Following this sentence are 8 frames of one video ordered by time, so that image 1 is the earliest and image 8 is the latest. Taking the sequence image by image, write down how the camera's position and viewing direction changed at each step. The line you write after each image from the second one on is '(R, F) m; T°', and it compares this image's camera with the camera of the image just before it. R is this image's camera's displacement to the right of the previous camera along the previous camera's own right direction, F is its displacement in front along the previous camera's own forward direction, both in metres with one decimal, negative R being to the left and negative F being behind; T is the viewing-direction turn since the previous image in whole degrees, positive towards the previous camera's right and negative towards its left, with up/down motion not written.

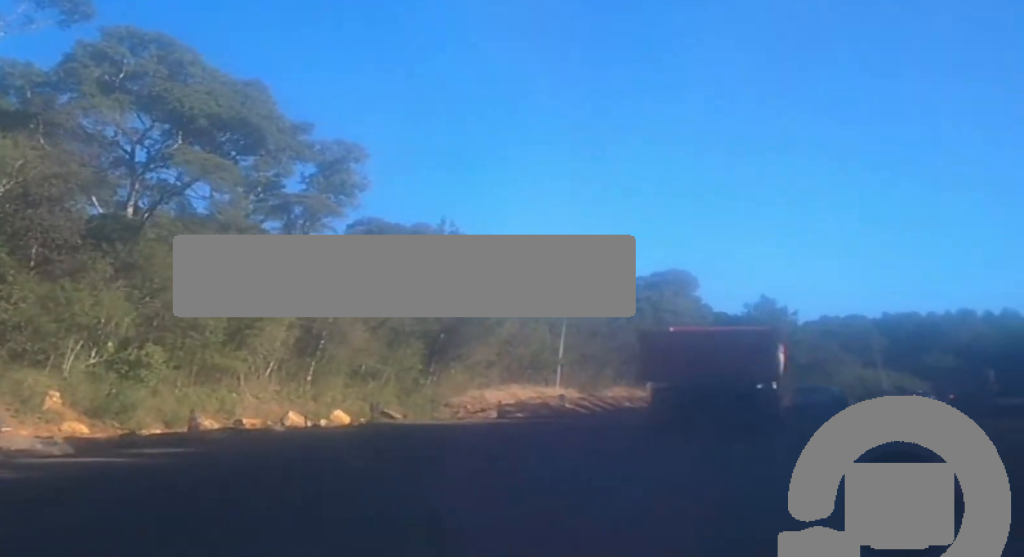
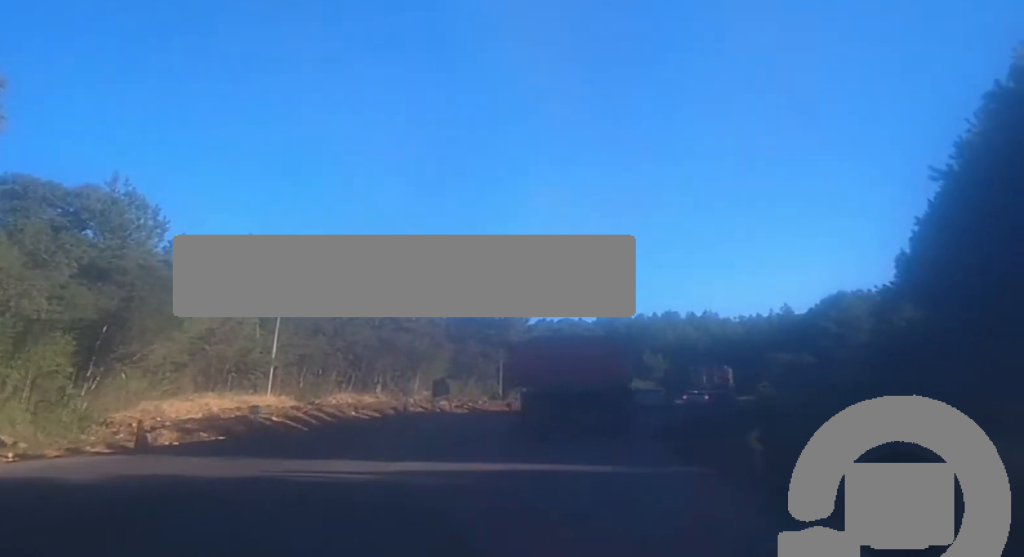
(+0.4, +14.4) m; +5°
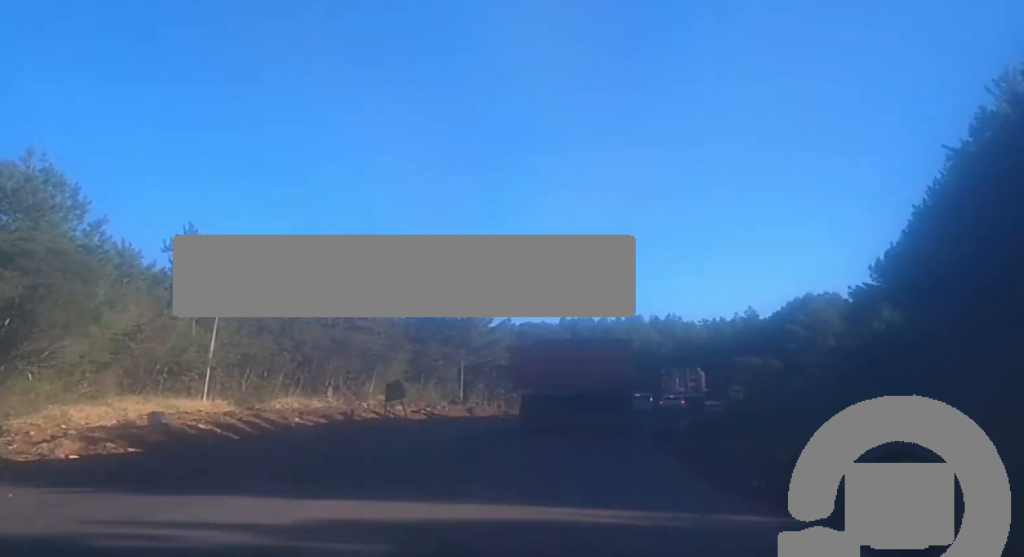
(+0.2, +5.2) m; +2°
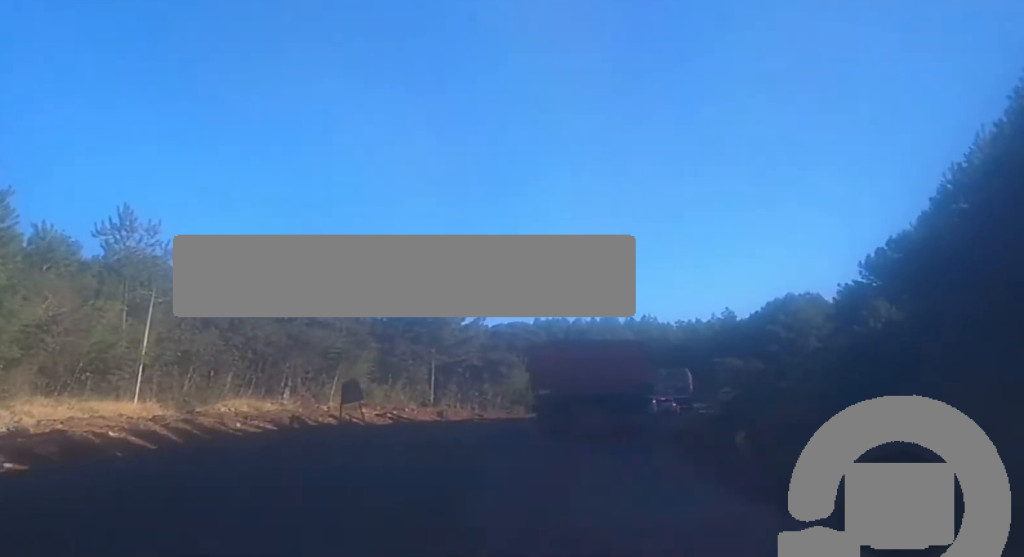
(+0.3, +6.3) m; +3°
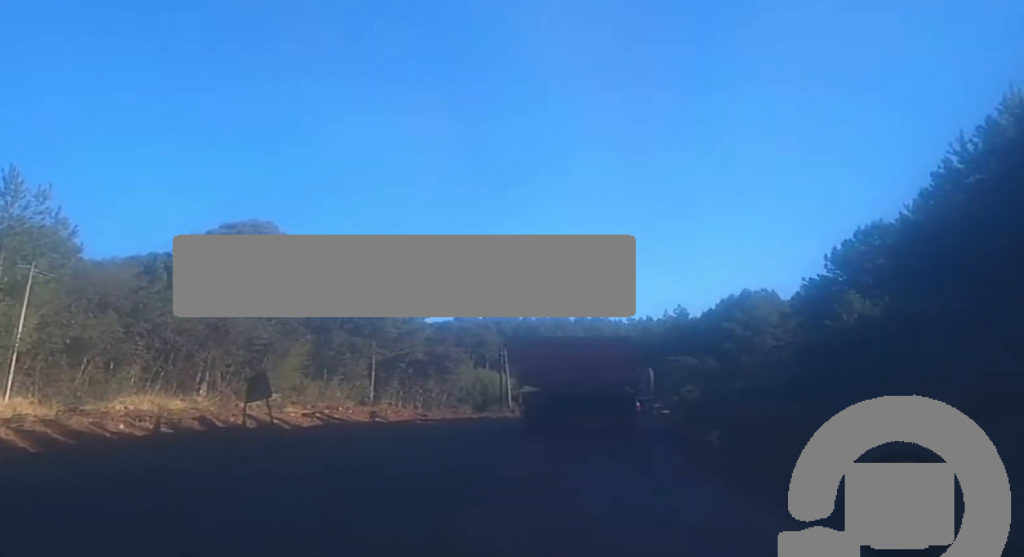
(-0.2, +7.1) m; +4°
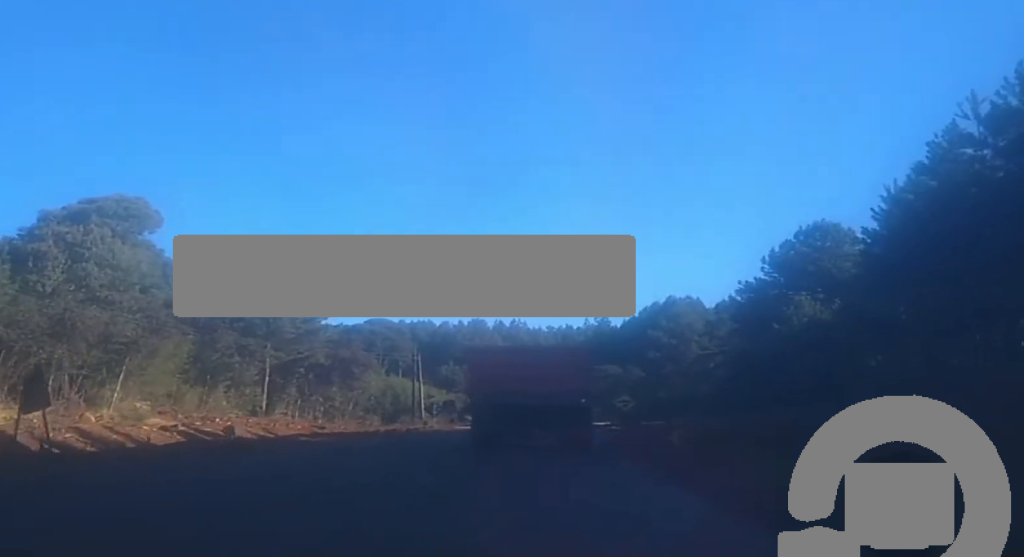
(+0.9, +9.6) m; +6°
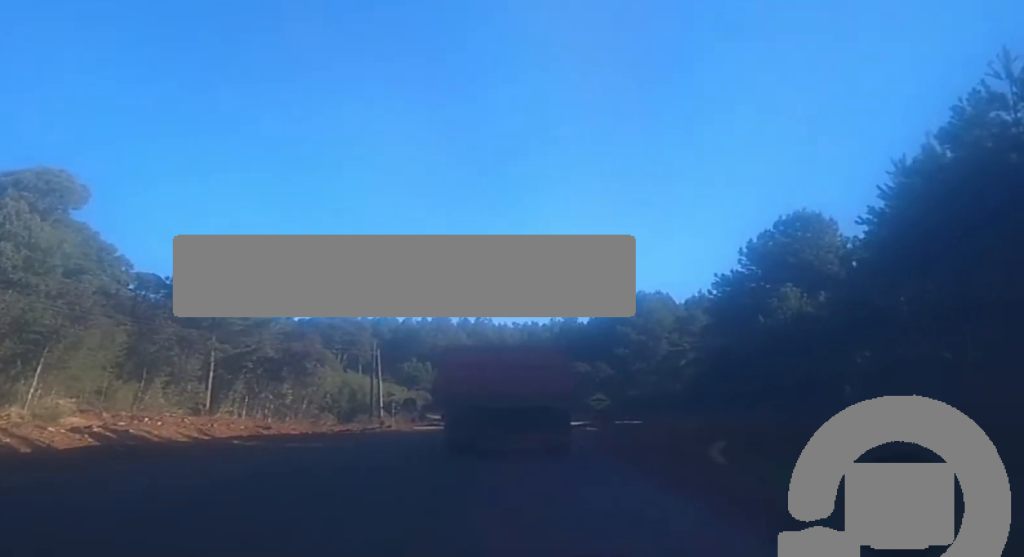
(+0.1, +5.4) m; +2°
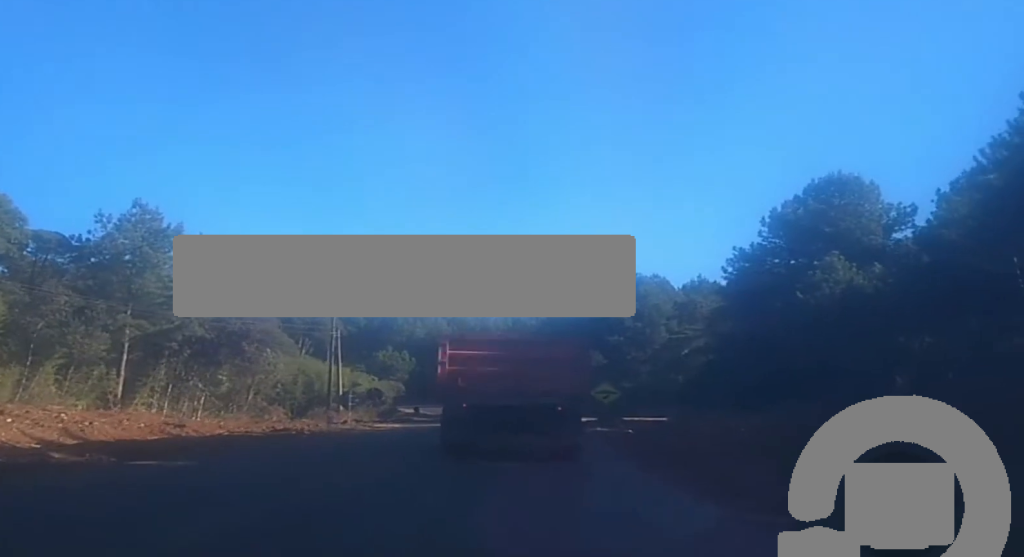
(+0.3, +13.2) m; +3°
